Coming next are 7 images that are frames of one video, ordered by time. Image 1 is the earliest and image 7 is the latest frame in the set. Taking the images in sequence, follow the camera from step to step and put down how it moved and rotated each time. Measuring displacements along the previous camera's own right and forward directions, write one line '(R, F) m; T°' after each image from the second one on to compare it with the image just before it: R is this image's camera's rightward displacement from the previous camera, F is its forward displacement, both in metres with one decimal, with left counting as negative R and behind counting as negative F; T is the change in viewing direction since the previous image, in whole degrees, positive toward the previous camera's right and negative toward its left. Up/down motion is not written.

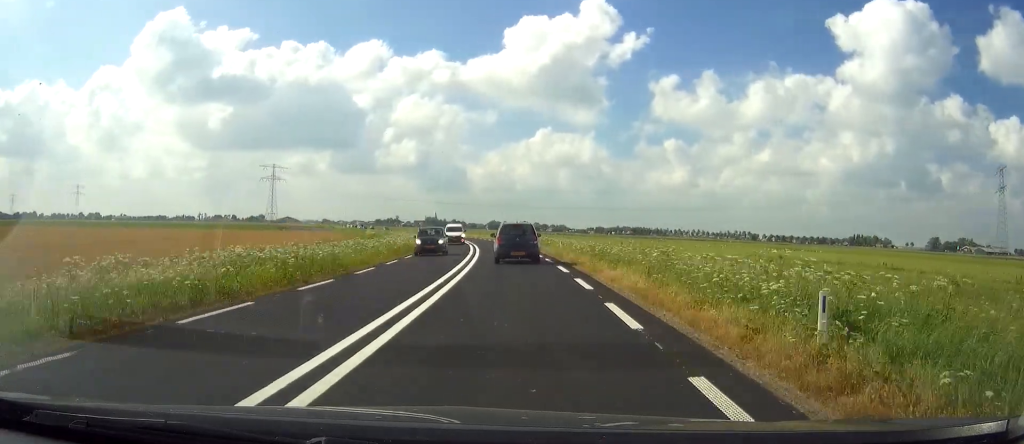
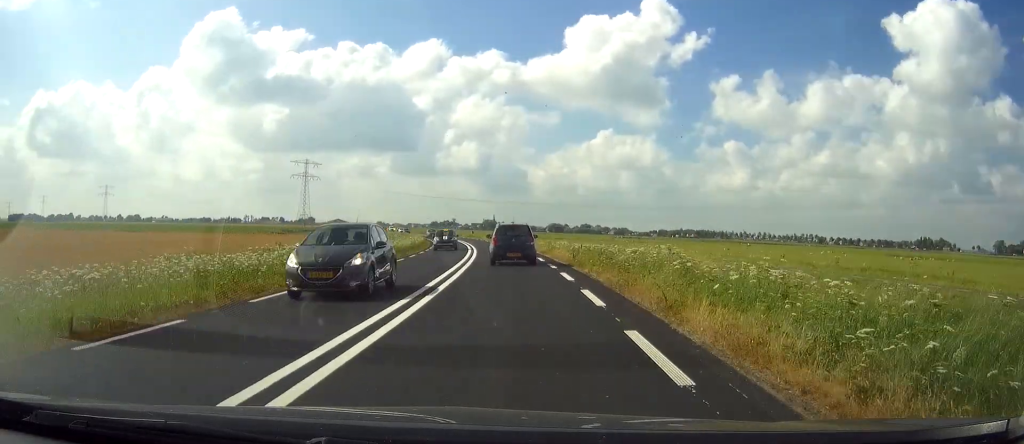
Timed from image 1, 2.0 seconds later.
(-4.3, +44.0) m; -4°
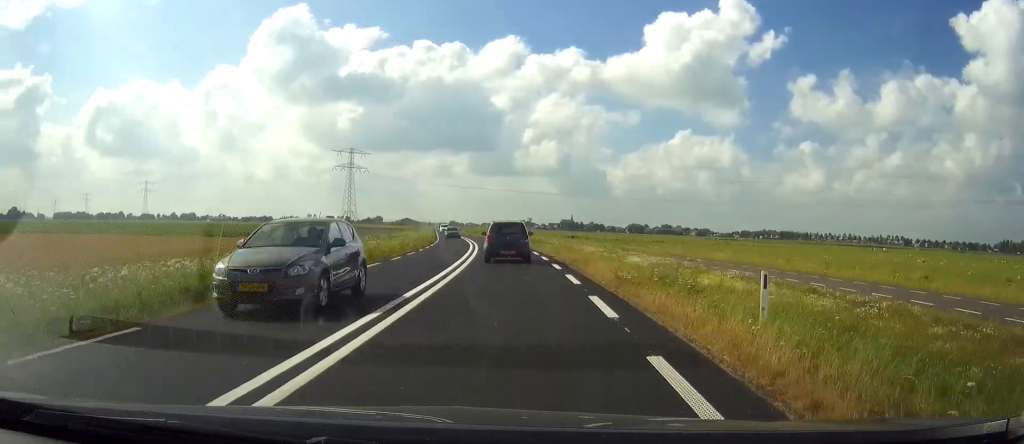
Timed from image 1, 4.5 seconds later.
(-1.6, +55.3) m; -5°
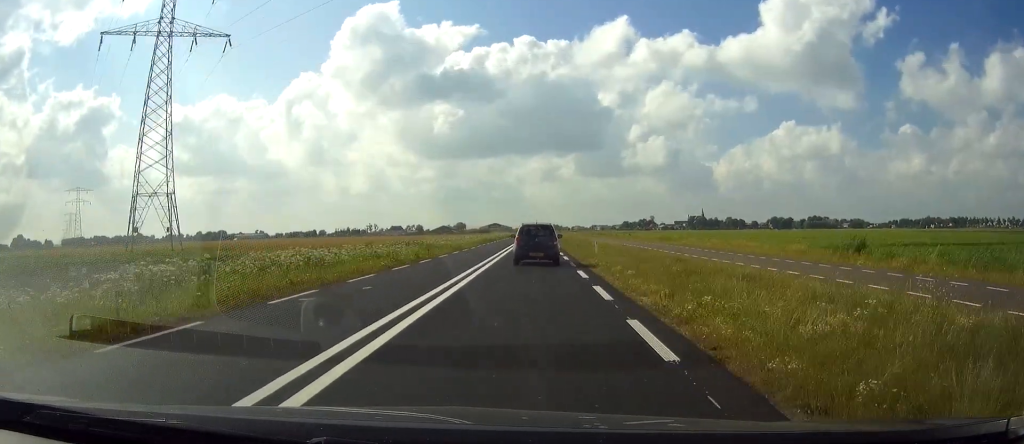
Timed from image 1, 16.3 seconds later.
(-26.7, +257.3) m; -7°
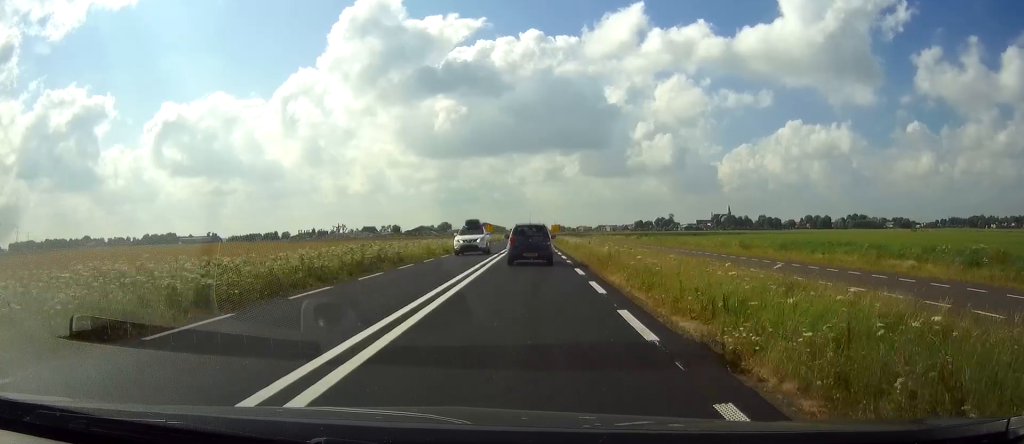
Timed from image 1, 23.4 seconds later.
(+0.3, +146.2) m; 0°
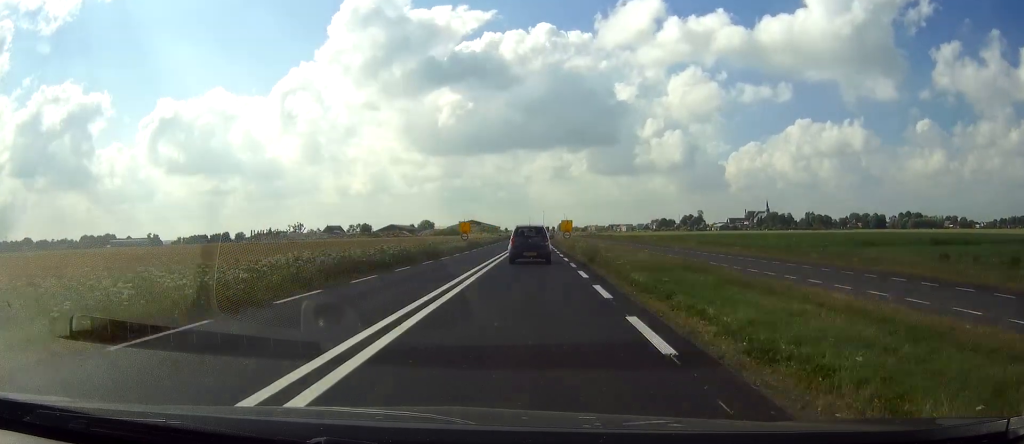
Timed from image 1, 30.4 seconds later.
(+0.6, +137.8) m; 0°
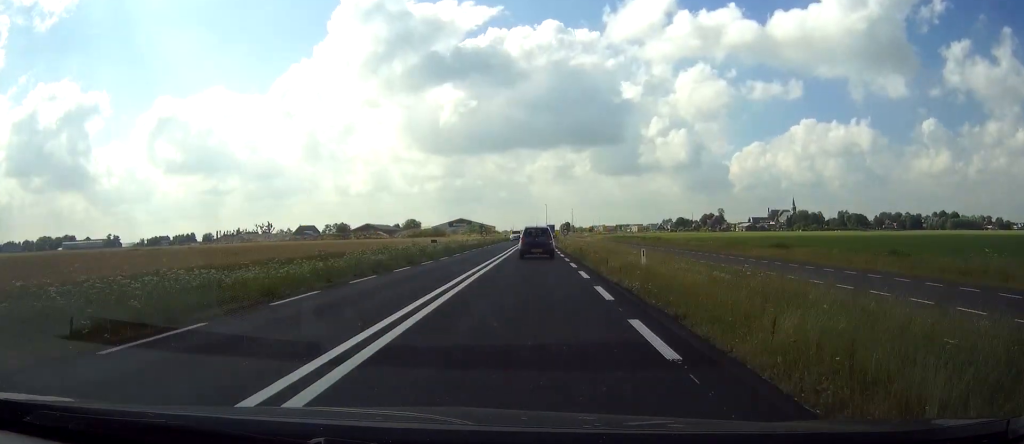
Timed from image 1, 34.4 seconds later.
(-0.4, +73.1) m; 0°
